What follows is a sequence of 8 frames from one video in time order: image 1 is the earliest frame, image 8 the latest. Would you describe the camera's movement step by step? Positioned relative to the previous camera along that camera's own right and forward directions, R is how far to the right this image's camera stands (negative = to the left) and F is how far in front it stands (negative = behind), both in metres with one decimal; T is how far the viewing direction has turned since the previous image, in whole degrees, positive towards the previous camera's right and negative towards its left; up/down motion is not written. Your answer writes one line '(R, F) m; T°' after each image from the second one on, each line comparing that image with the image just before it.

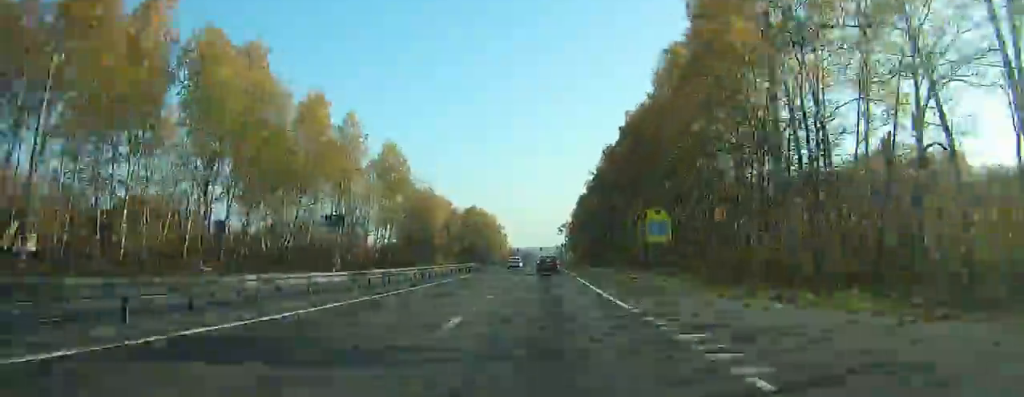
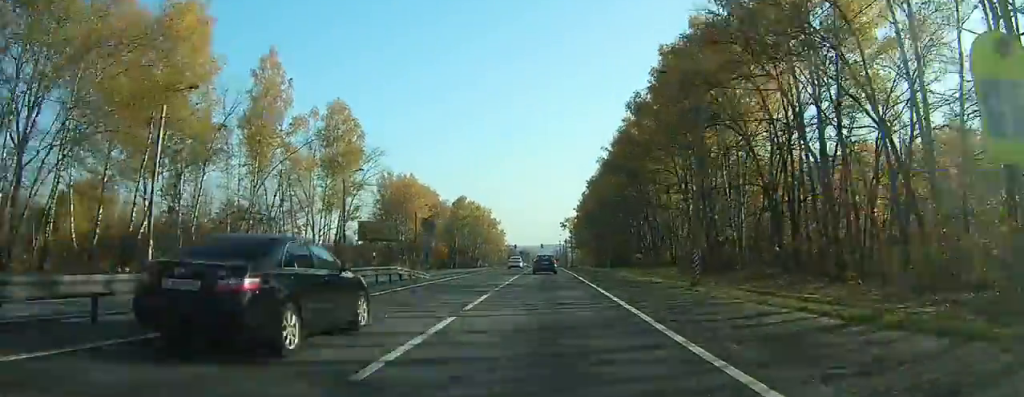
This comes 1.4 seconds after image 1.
(+0.6, +28.5) m; +1°
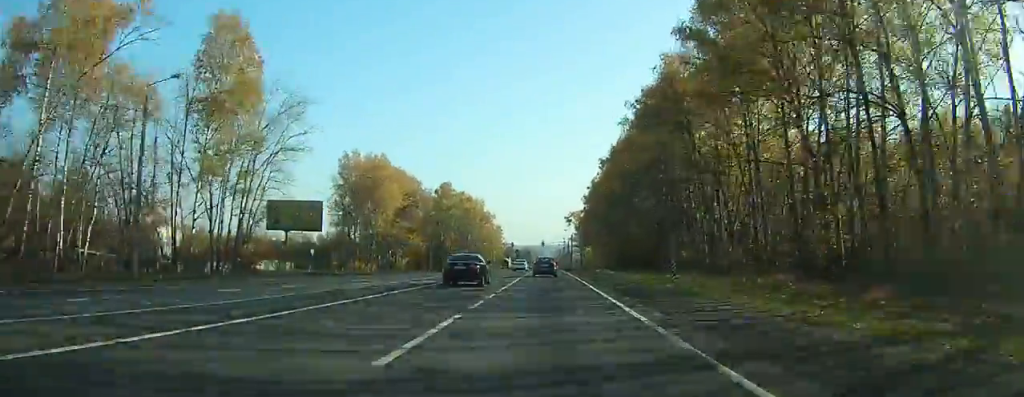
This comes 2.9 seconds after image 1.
(+0.1, +30.6) m; 0°
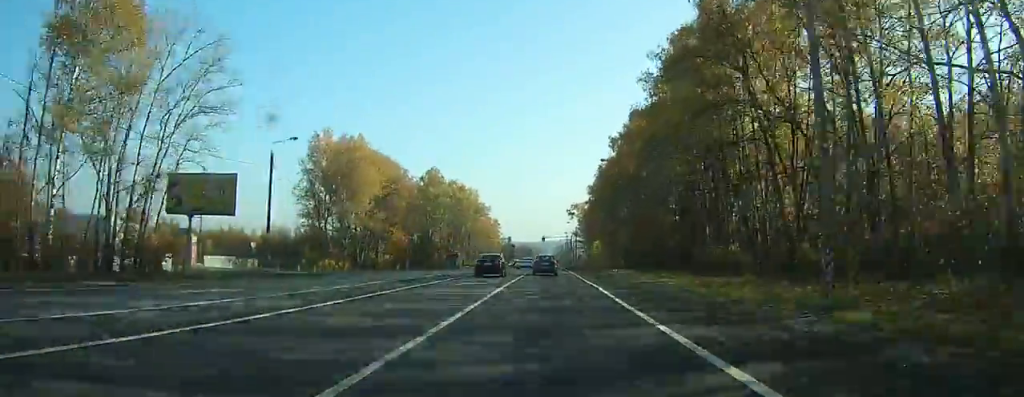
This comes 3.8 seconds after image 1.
(0.0, +16.9) m; 0°
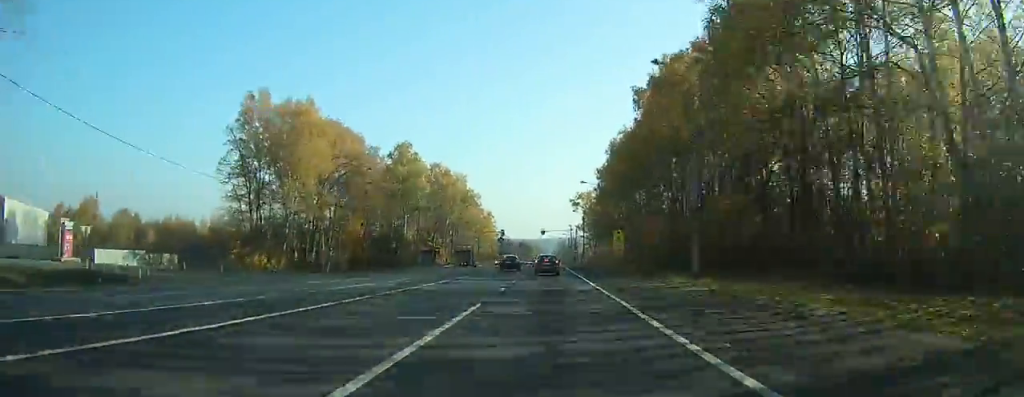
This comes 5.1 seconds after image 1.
(-0.1, +26.6) m; 0°
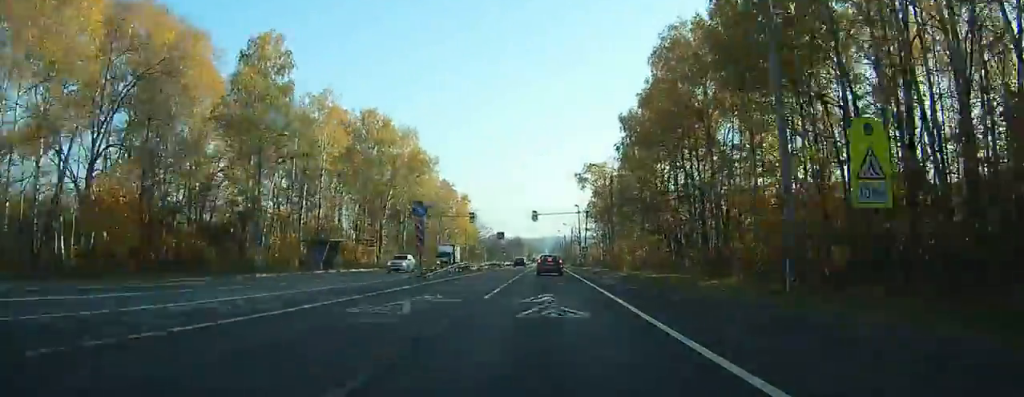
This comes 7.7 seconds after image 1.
(+0.8, +51.3) m; 0°
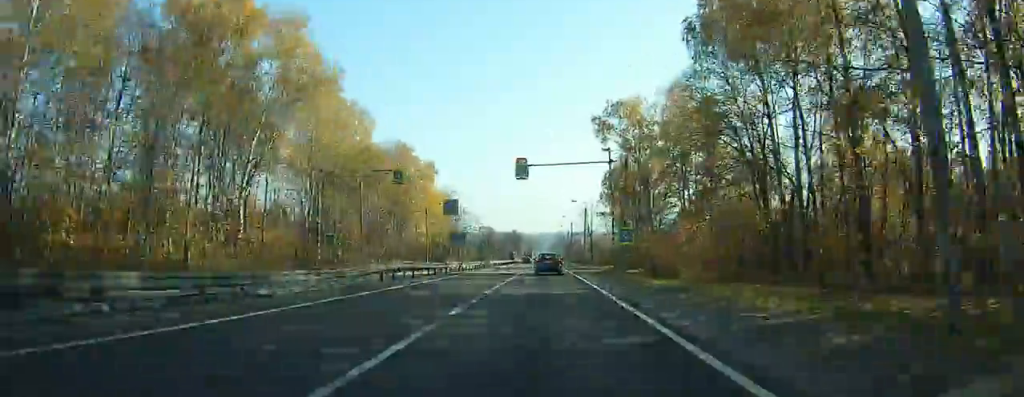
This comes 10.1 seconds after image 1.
(-1.3, +46.8) m; -2°
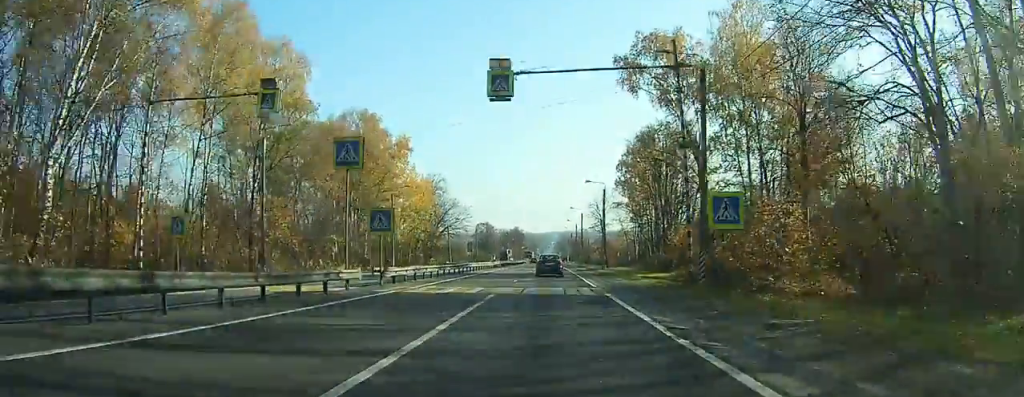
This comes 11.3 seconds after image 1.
(+0.3, +23.3) m; 0°
